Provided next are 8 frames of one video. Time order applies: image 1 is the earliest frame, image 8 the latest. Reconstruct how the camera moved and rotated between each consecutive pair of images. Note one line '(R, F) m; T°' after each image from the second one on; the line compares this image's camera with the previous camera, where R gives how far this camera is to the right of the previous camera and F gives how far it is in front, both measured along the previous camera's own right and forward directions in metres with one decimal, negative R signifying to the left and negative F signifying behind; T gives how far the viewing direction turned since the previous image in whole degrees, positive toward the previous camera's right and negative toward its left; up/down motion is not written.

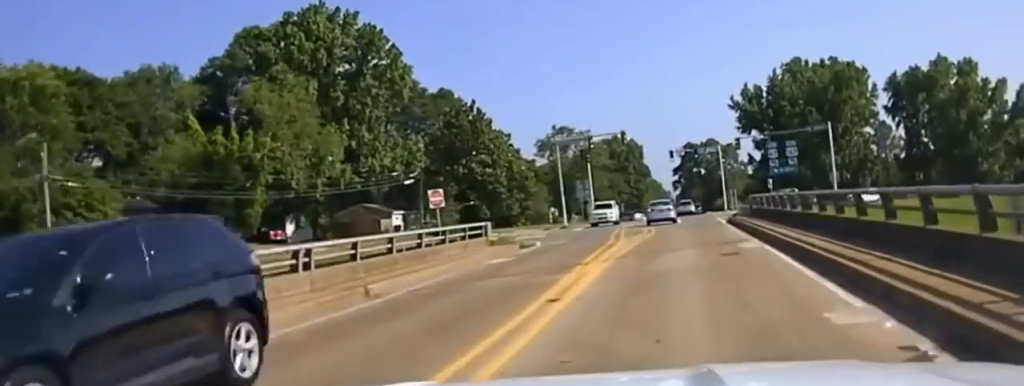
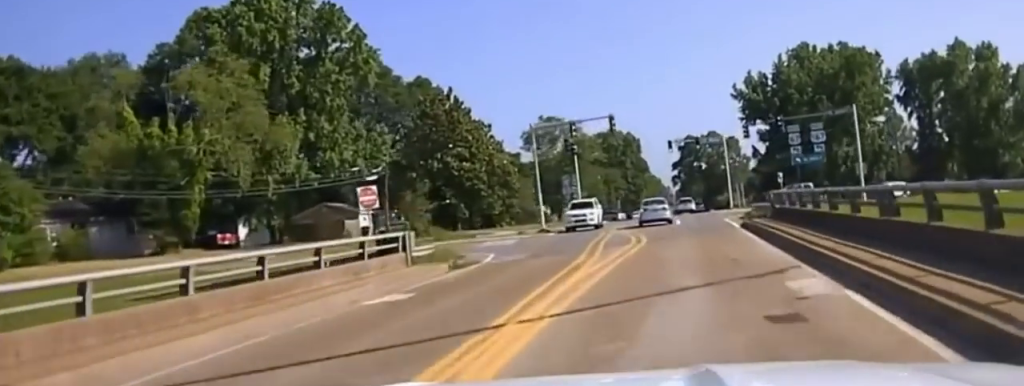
(0.0, +11.0) m; 0°
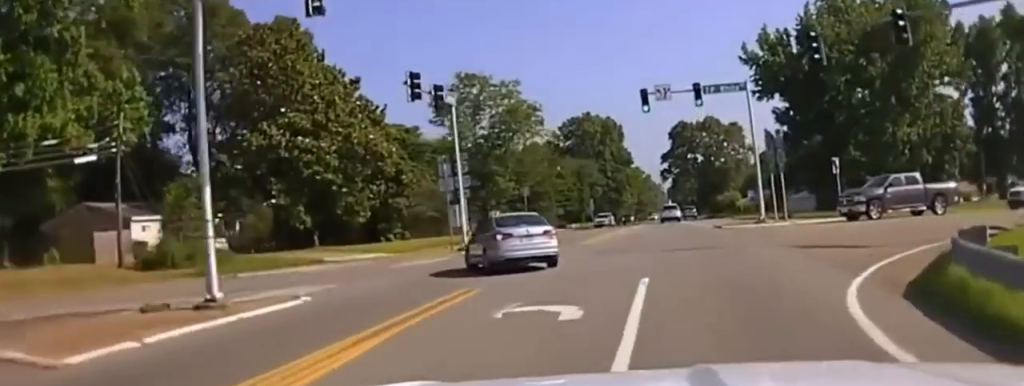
(0.0, +44.1) m; 0°
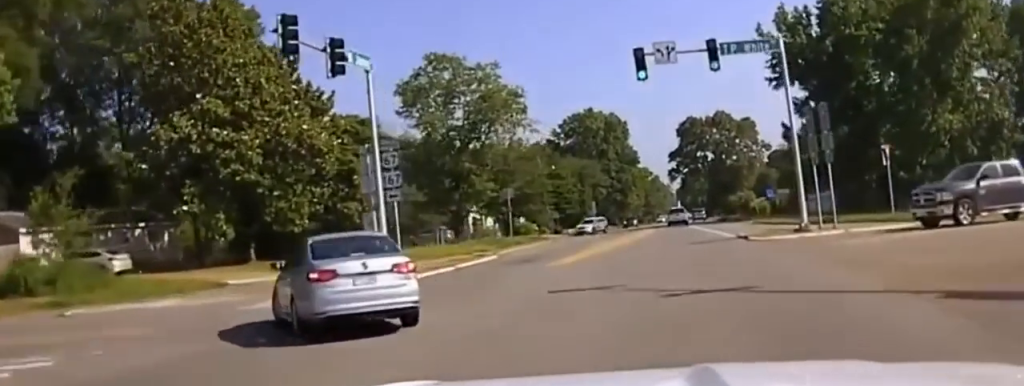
(0.0, +13.8) m; 0°
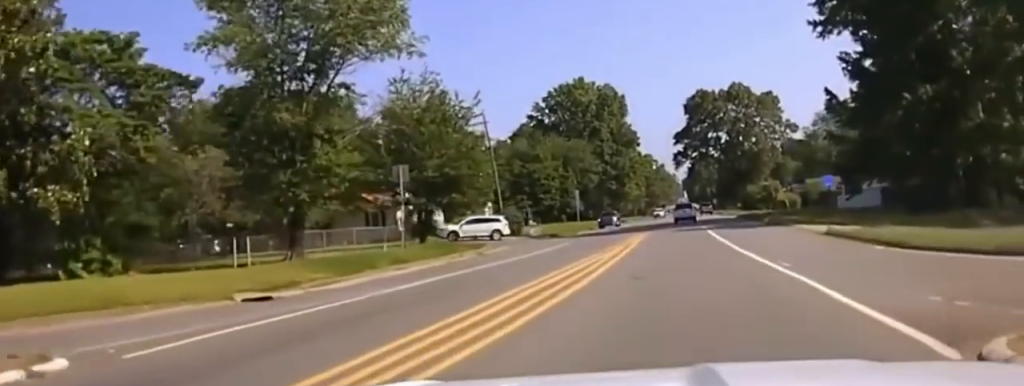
(0.0, +35.8) m; 0°
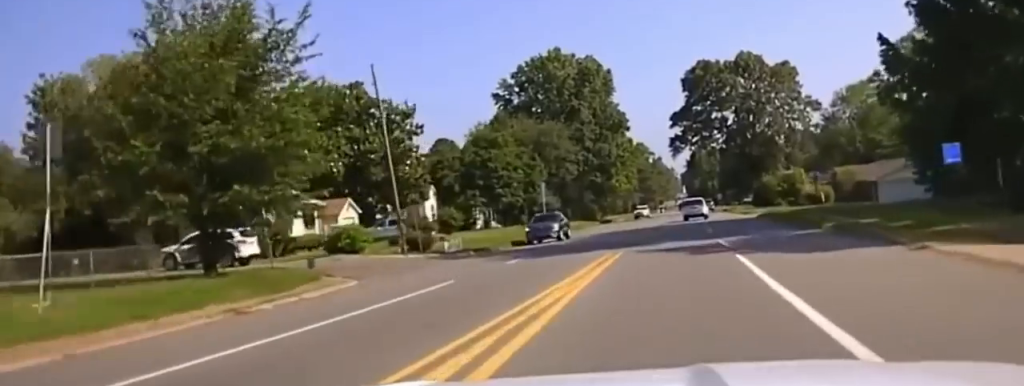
(0.0, +31.7) m; 0°
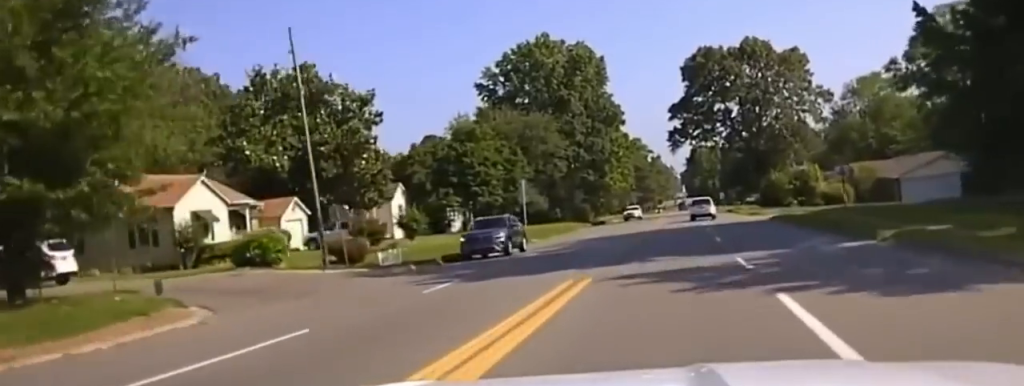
(0.0, +12.2) m; 0°
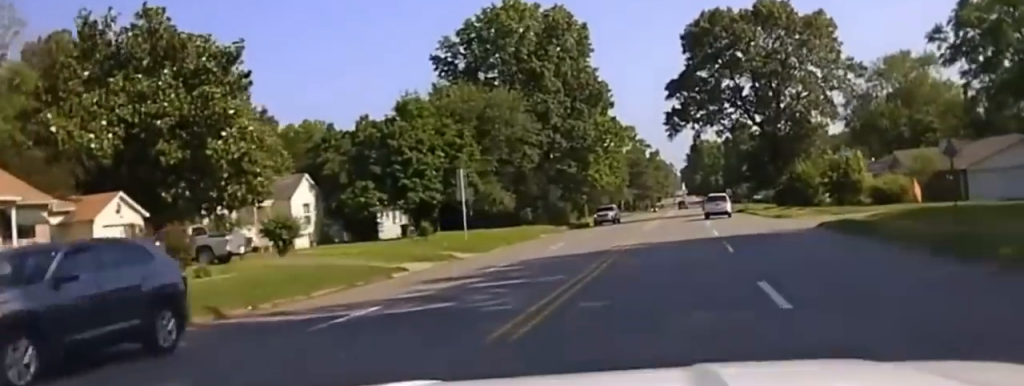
(0.0, +23.8) m; 0°
